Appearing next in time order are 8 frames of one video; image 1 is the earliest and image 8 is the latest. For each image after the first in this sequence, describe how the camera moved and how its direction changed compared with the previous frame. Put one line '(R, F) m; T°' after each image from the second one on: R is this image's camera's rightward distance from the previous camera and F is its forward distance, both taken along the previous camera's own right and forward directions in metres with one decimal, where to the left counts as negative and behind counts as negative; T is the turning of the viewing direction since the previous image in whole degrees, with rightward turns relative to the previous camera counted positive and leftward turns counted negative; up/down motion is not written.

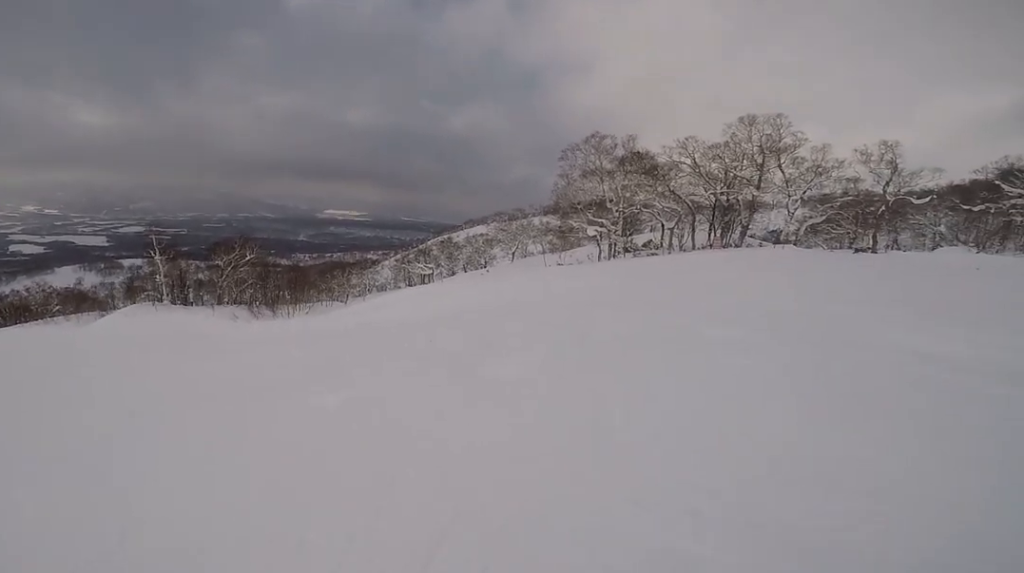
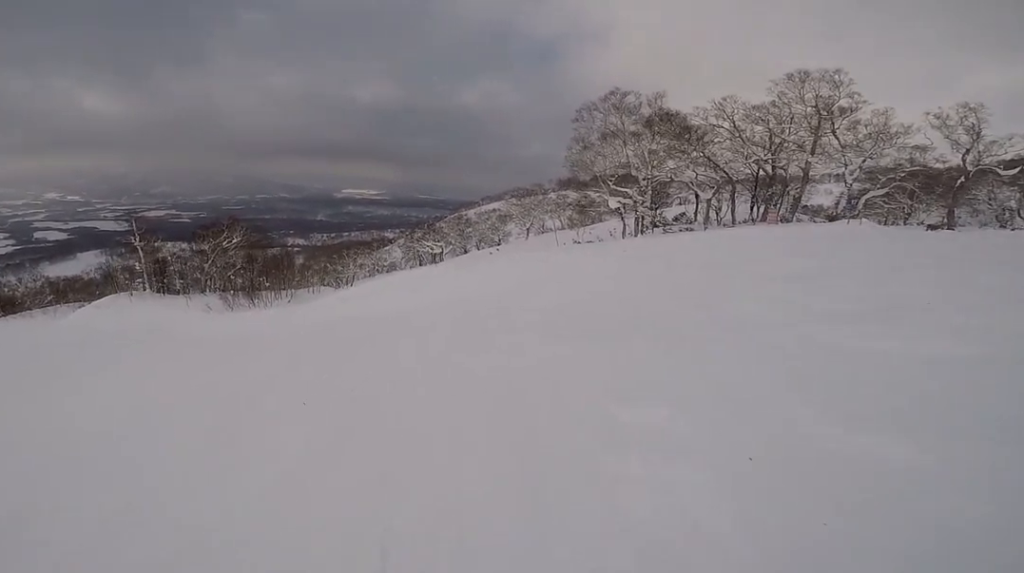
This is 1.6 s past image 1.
(0.0, +8.0) m; 0°
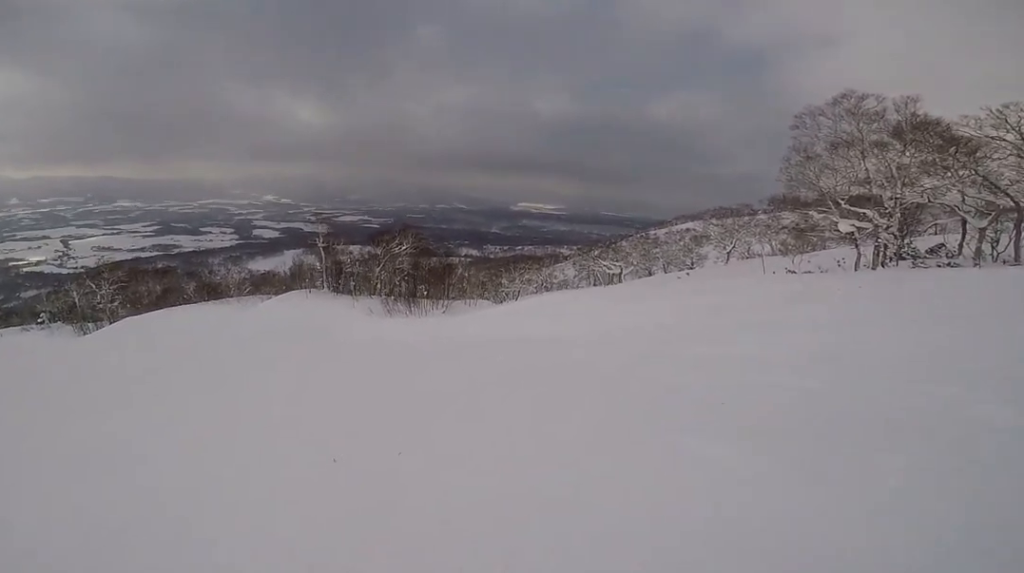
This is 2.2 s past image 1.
(0.0, +3.1) m; -1°
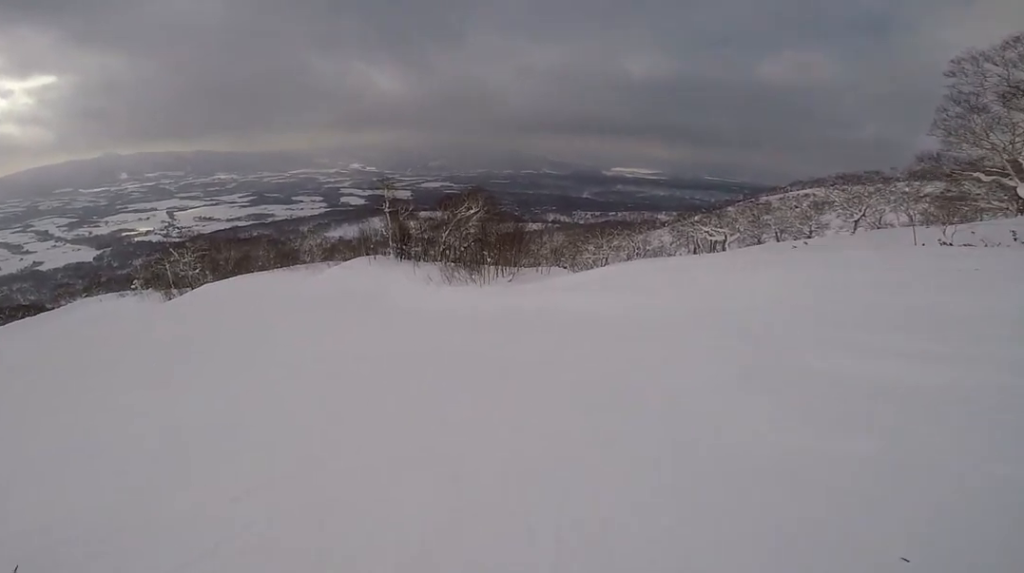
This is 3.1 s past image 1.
(-0.1, +4.5) m; -14°
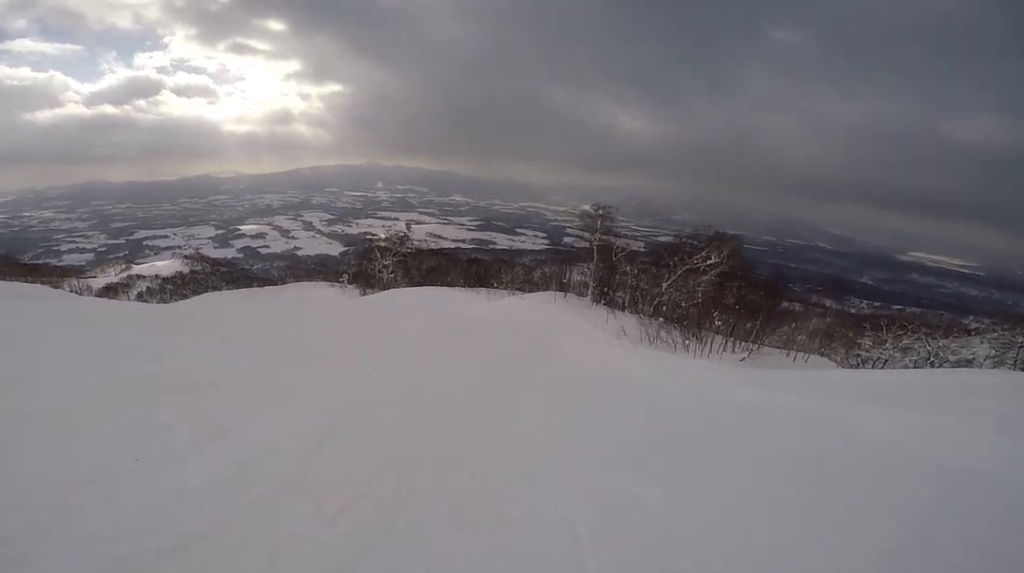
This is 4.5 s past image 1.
(-2.3, +6.8) m; -42°
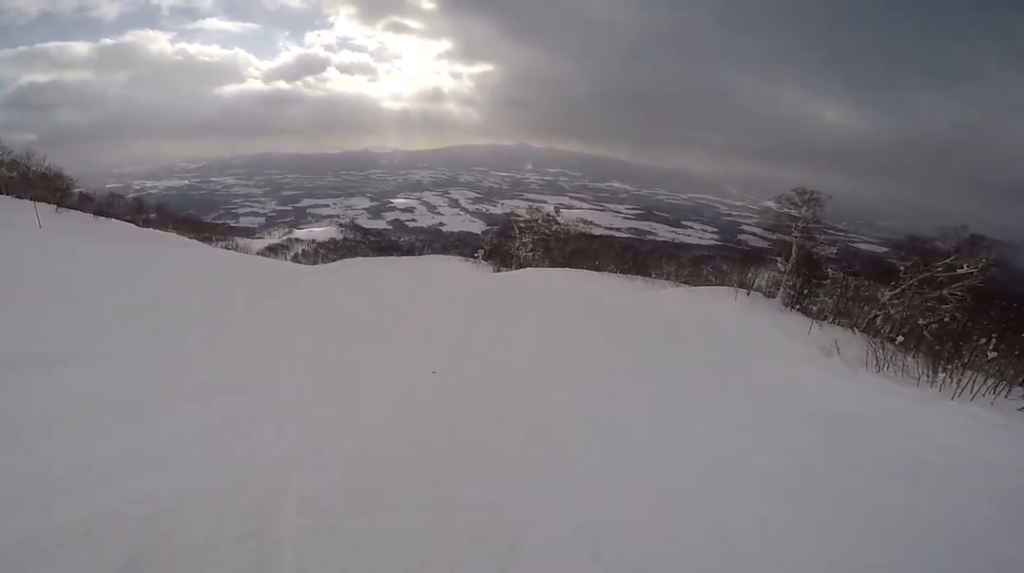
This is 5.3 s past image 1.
(-0.9, +4.3) m; -19°
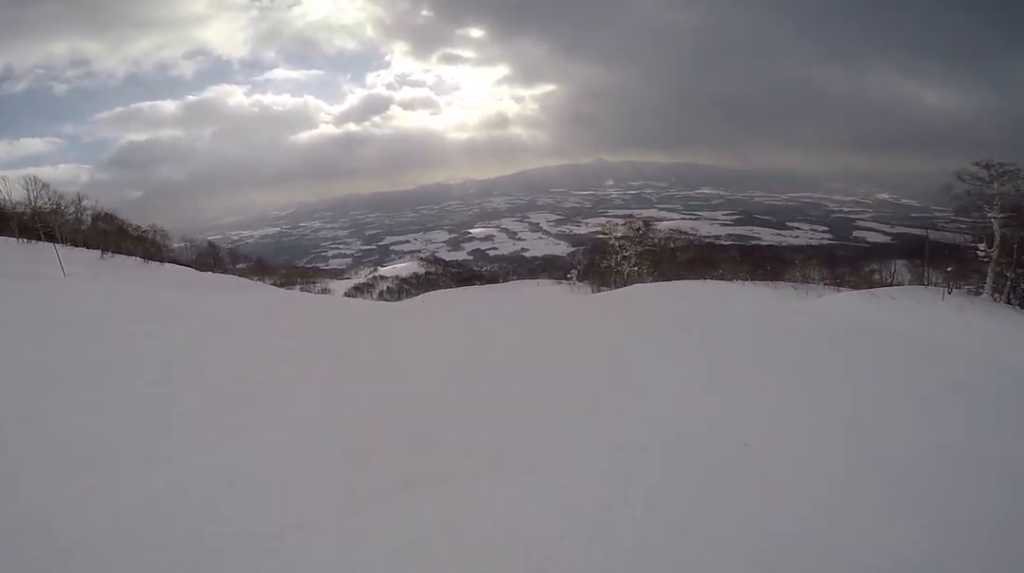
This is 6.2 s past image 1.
(-1.0, +5.7) m; -20°
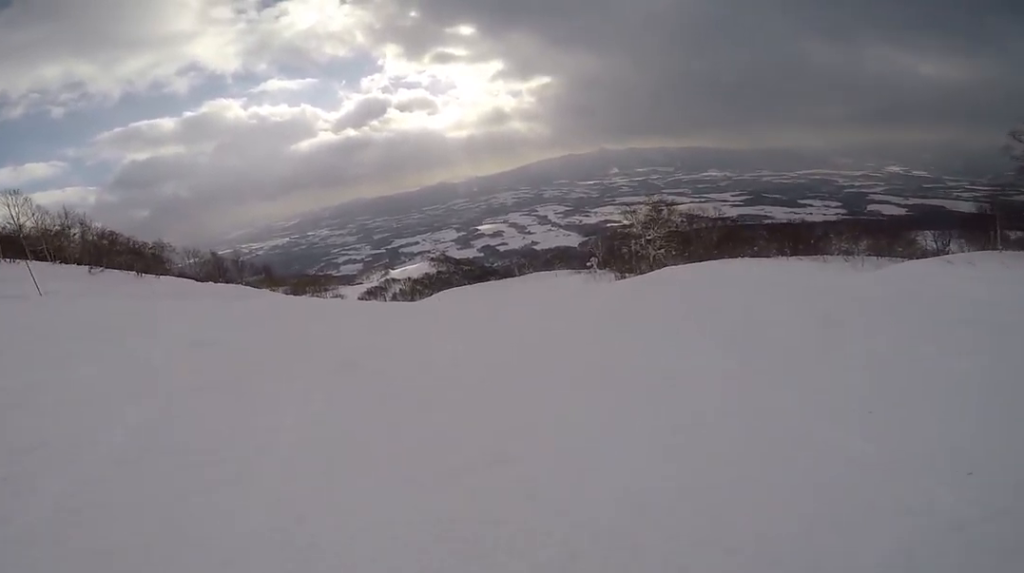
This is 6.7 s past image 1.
(-0.3, +2.8) m; -11°
